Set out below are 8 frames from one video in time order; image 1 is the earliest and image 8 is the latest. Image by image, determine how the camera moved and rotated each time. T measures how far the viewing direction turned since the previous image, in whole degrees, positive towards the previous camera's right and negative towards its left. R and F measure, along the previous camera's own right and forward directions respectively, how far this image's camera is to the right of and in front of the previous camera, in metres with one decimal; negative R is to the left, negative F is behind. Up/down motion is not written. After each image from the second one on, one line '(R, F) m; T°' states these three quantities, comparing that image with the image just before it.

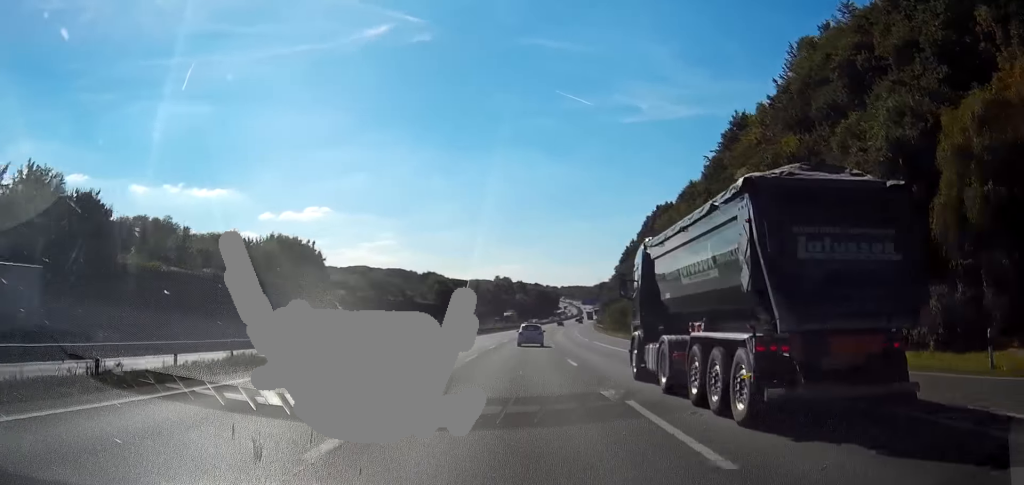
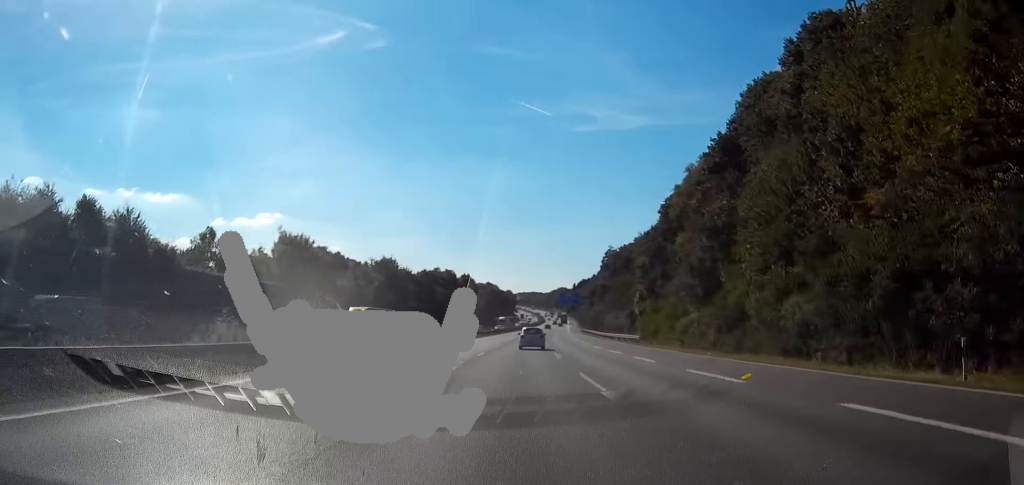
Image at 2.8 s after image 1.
(+2.5, +100.3) m; +4°
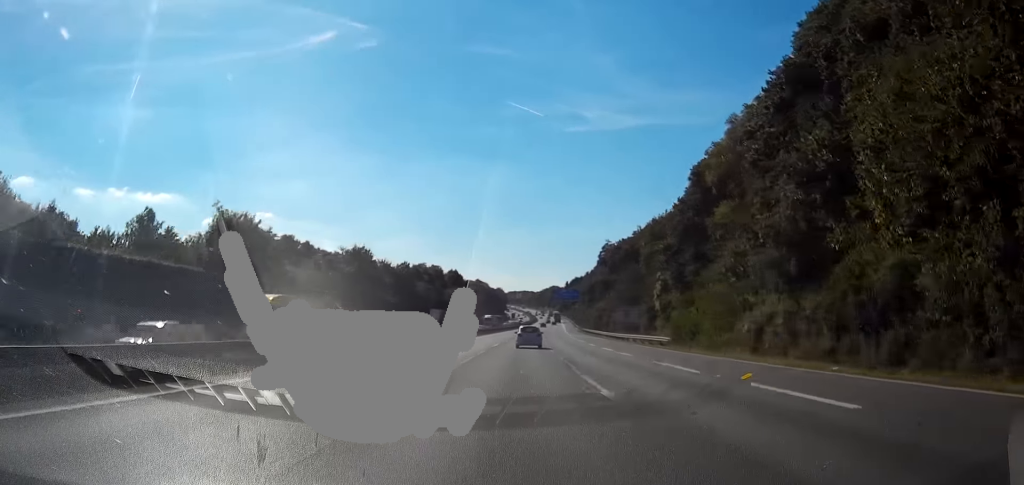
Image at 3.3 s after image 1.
(+0.1, +18.8) m; +1°
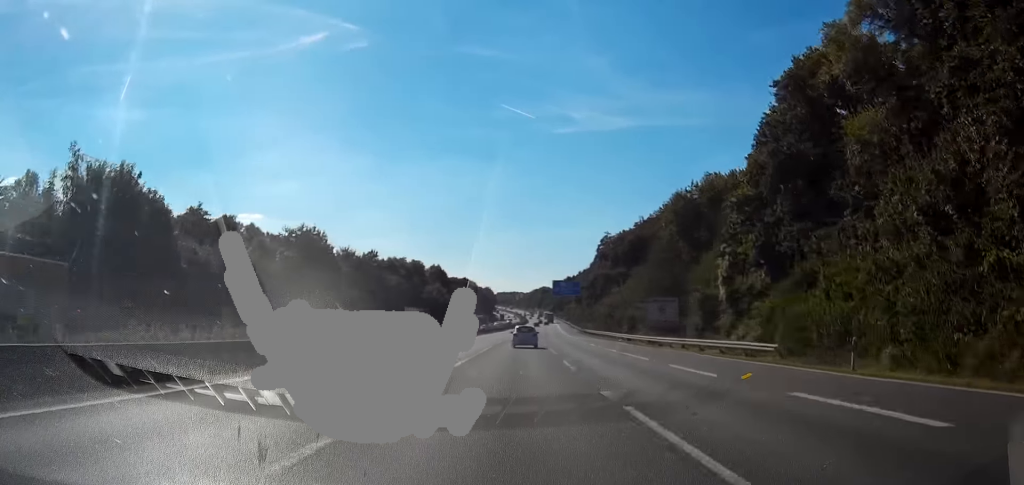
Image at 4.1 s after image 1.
(+0.2, +27.0) m; +1°
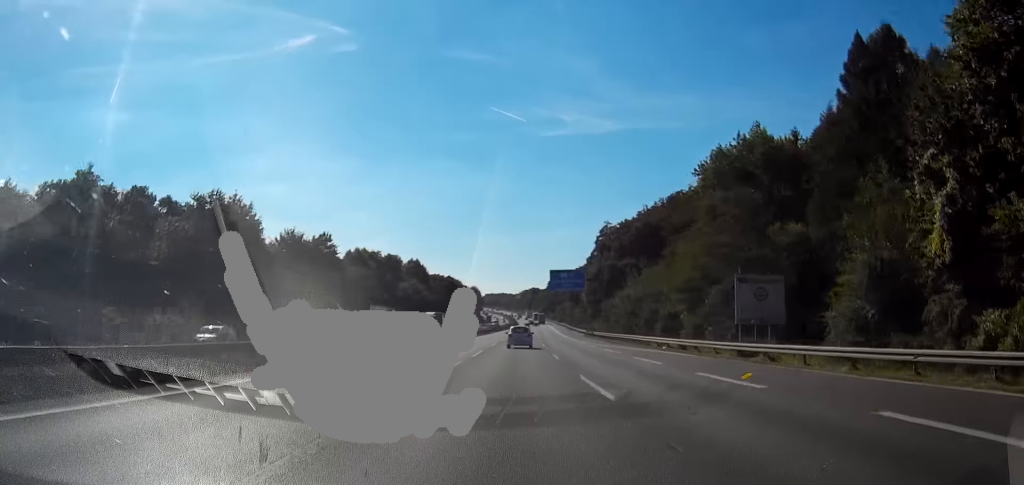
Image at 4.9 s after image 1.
(+0.2, +27.9) m; 0°
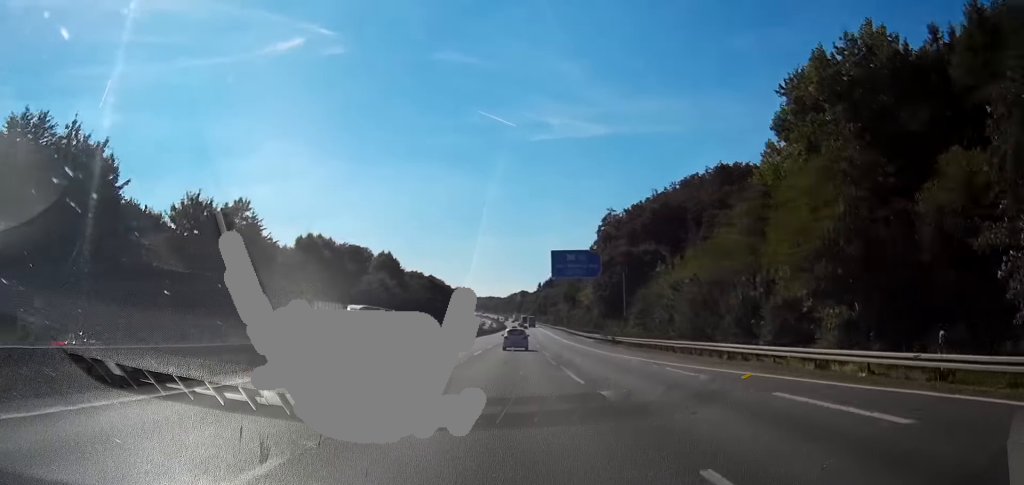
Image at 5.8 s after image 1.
(0.0, +31.1) m; 0°
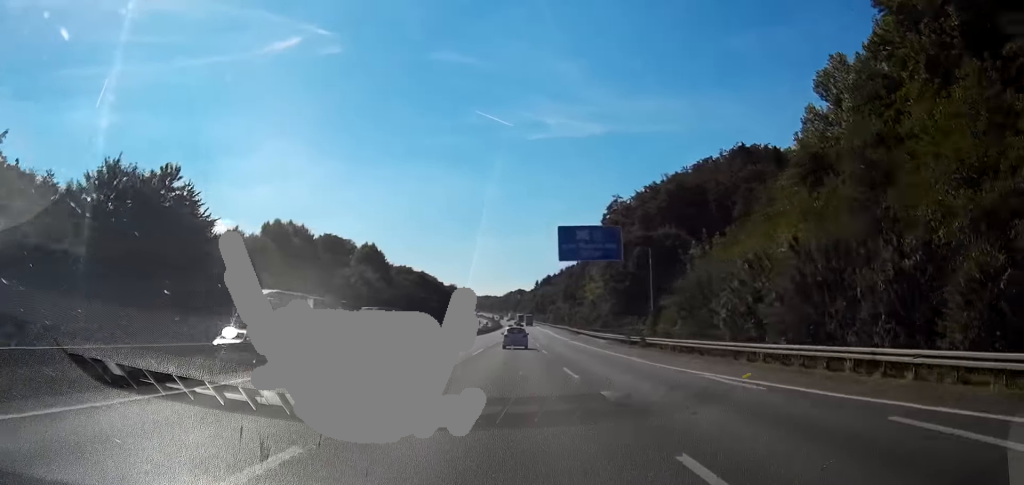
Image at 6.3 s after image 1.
(+0.1, +17.2) m; 0°
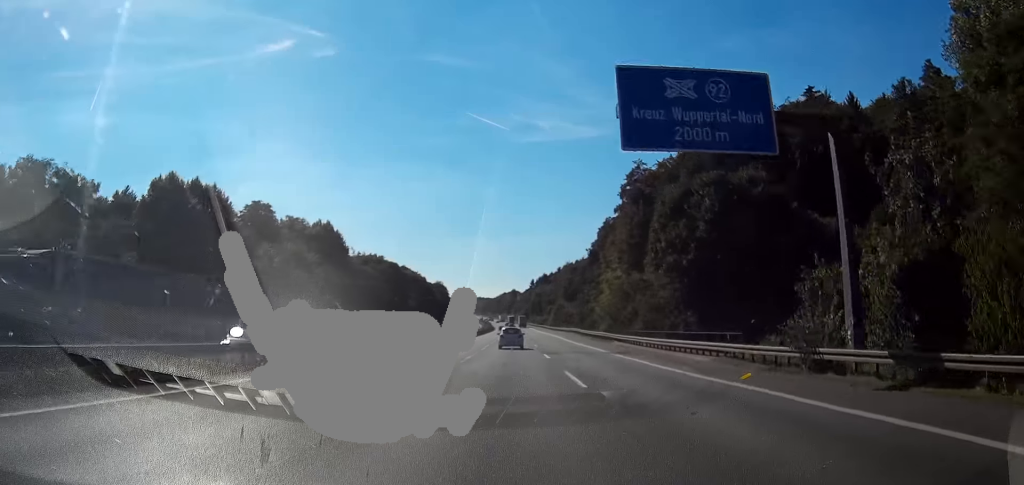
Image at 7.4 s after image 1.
(+0.2, +37.7) m; 0°
